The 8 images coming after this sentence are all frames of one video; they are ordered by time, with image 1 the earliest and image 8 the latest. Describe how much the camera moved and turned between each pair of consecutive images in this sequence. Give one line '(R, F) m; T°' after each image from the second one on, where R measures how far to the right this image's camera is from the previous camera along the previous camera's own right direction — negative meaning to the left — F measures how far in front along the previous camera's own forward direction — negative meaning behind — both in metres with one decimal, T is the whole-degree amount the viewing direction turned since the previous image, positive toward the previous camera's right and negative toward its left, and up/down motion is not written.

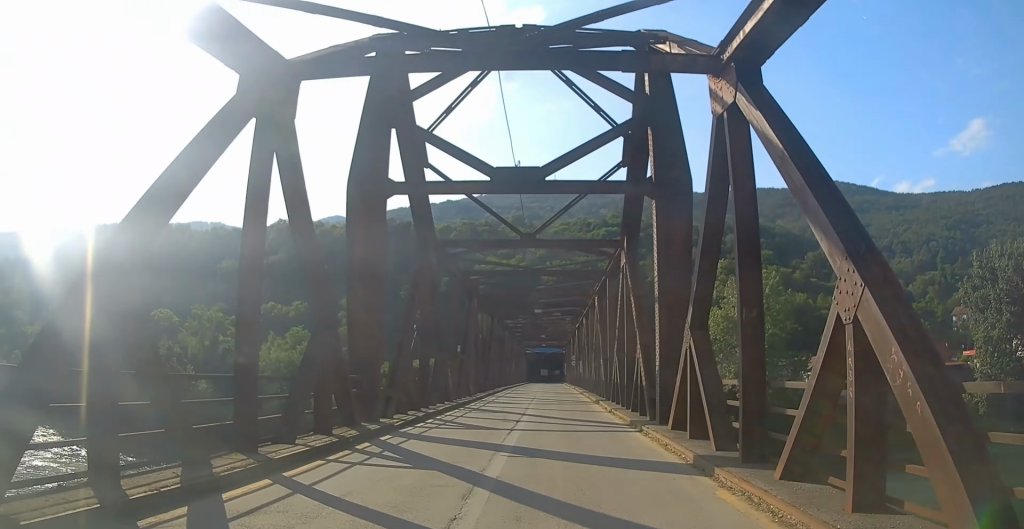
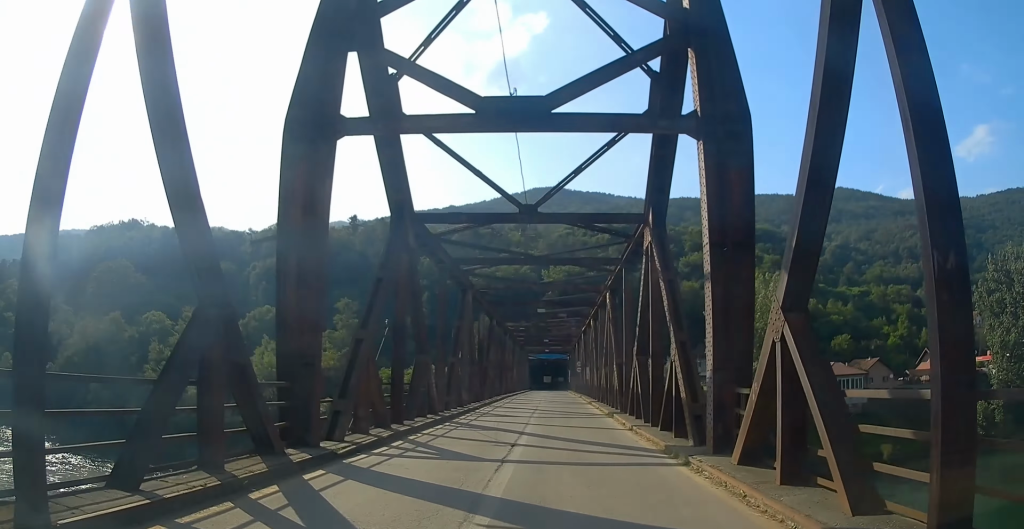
(0.0, +4.4) m; 0°
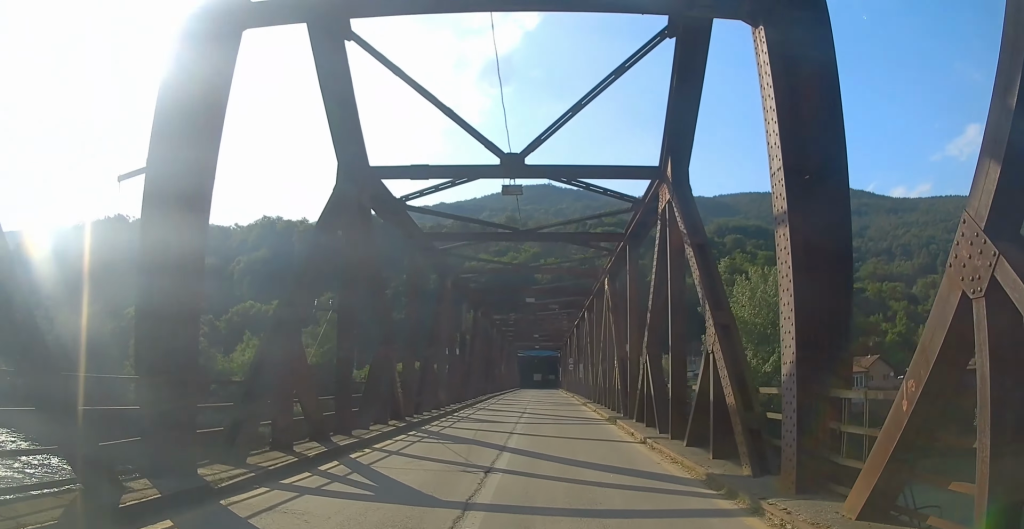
(0.0, +4.0) m; +1°
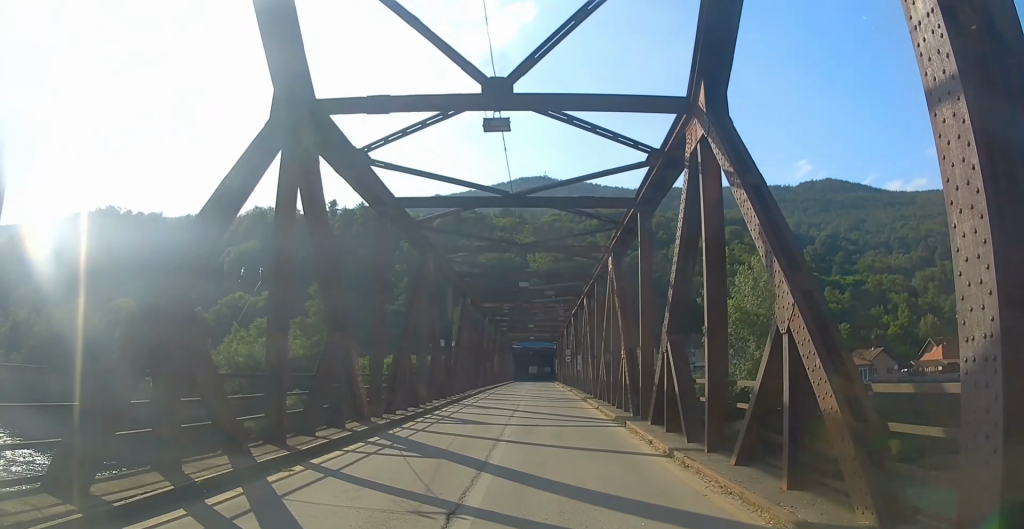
(0.0, +3.4) m; +1°
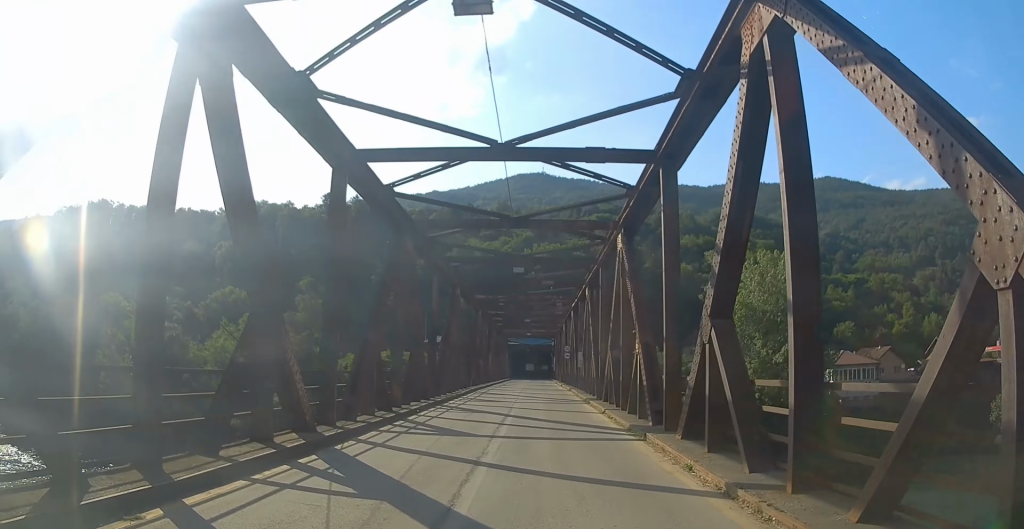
(+0.1, +3.7) m; 0°
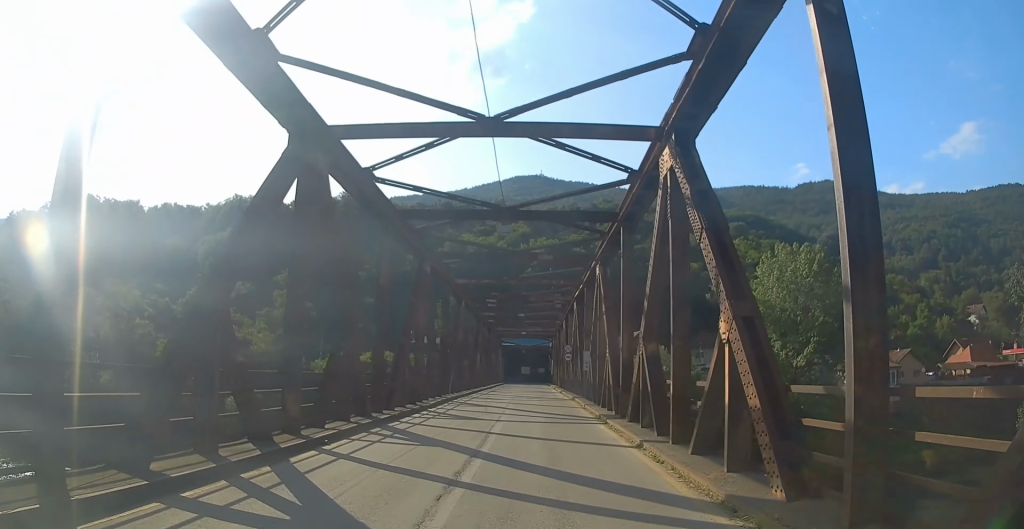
(-0.2, +8.0) m; -1°
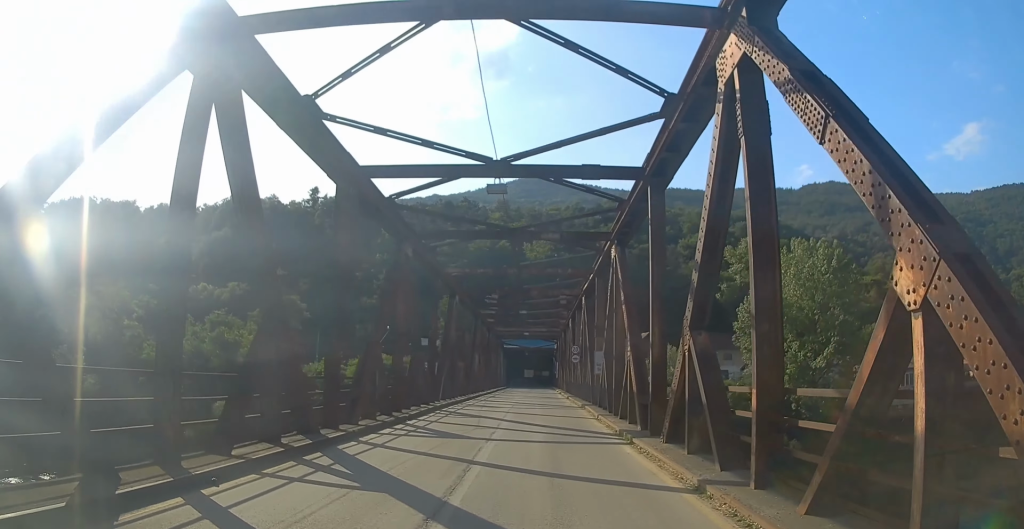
(+0.1, +4.3) m; +1°
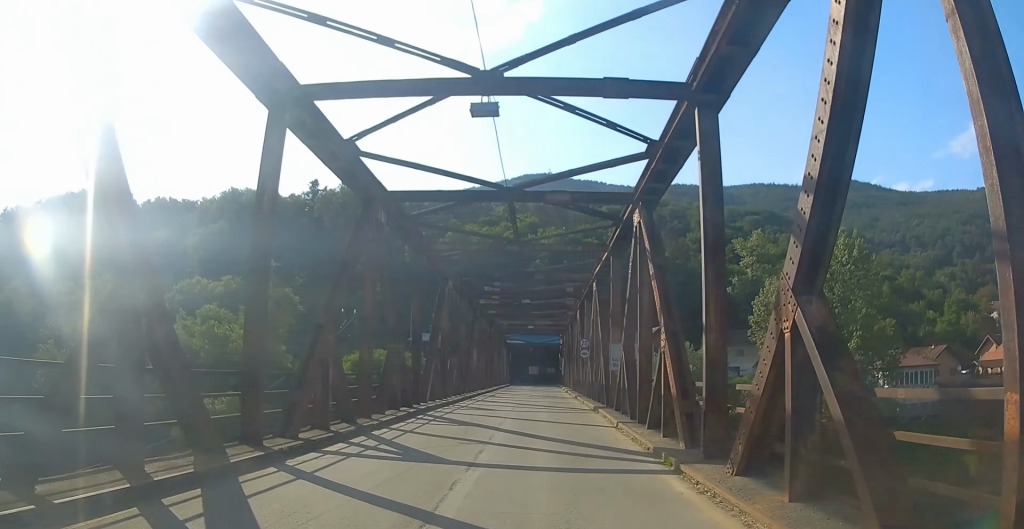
(0.0, +4.2) m; +1°
